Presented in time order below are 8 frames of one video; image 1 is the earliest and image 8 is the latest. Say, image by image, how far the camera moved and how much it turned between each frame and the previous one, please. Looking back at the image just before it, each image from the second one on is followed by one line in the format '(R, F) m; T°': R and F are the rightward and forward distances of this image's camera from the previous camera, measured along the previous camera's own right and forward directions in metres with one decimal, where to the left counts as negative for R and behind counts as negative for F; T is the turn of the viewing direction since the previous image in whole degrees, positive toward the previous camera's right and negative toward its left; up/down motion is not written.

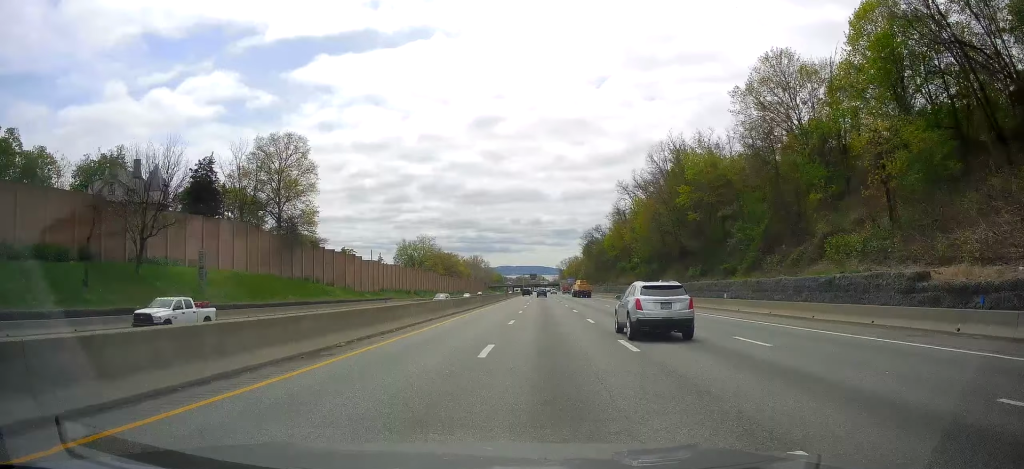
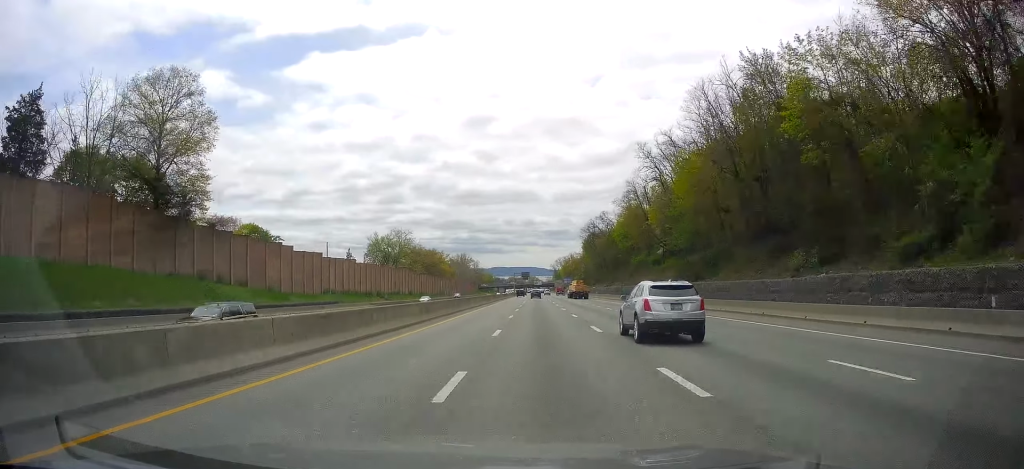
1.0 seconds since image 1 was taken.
(+0.7, +30.4) m; +2°
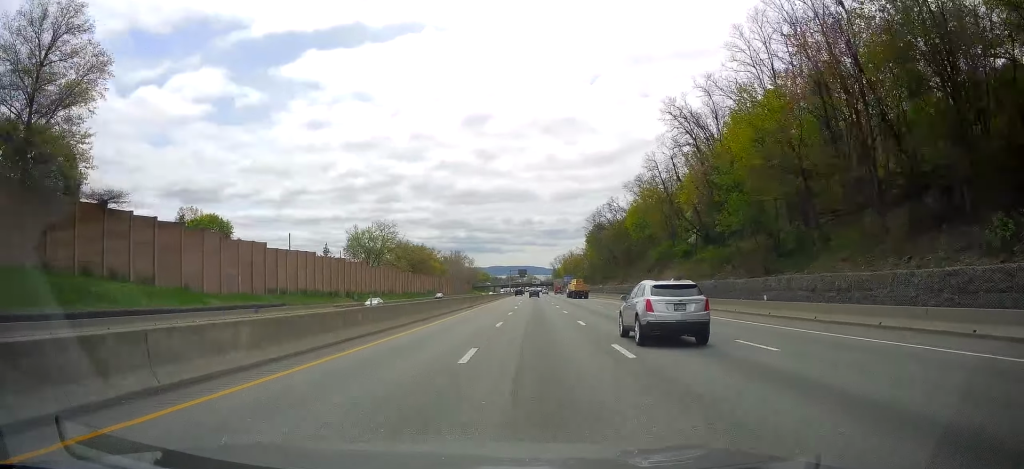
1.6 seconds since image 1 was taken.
(+0.4, +20.0) m; 0°
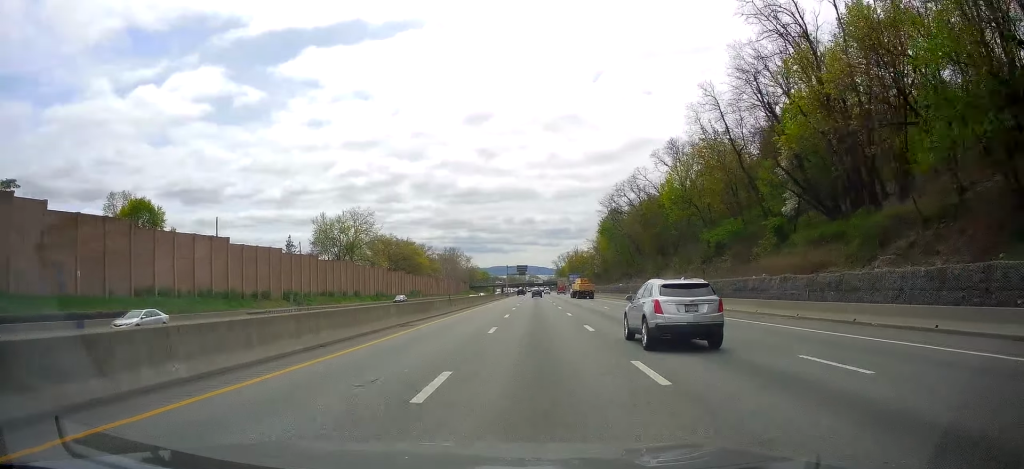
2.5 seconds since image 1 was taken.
(-0.4, +28.4) m; 0°
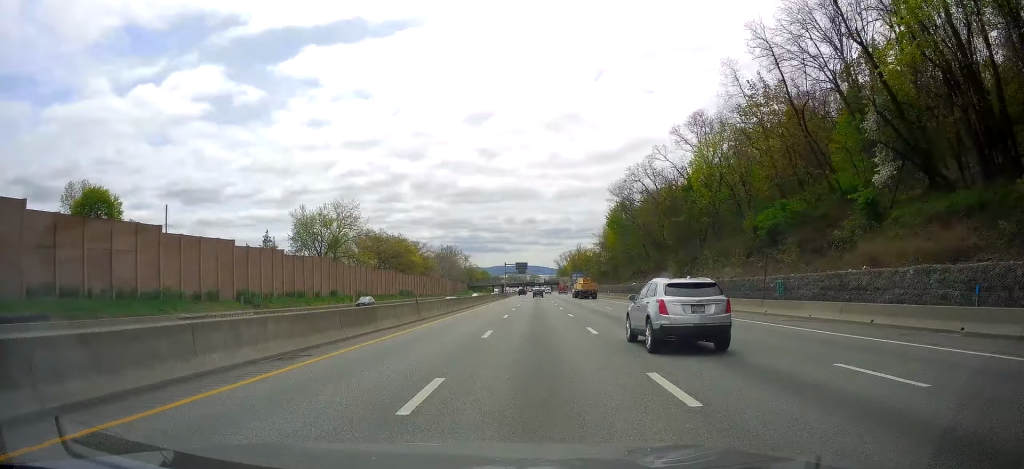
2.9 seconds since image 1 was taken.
(-0.3, +13.7) m; 0°
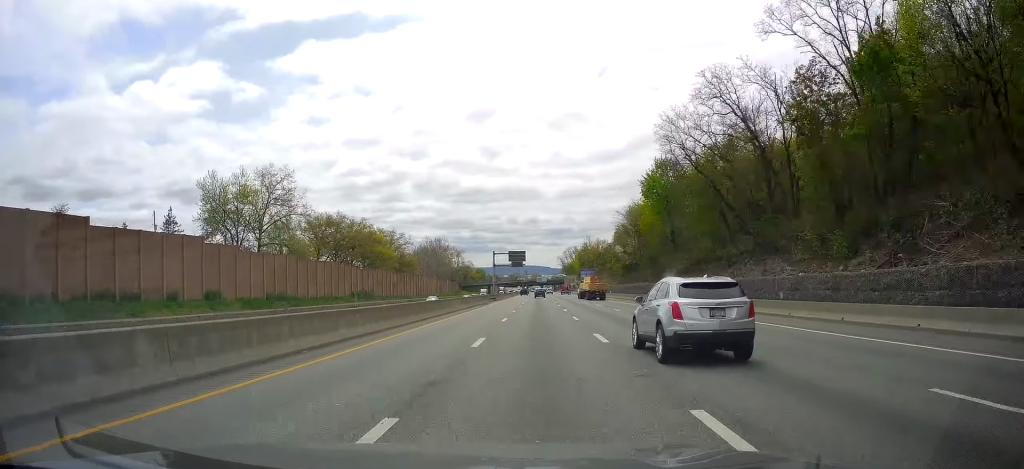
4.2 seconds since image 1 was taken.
(+1.1, +40.3) m; 0°
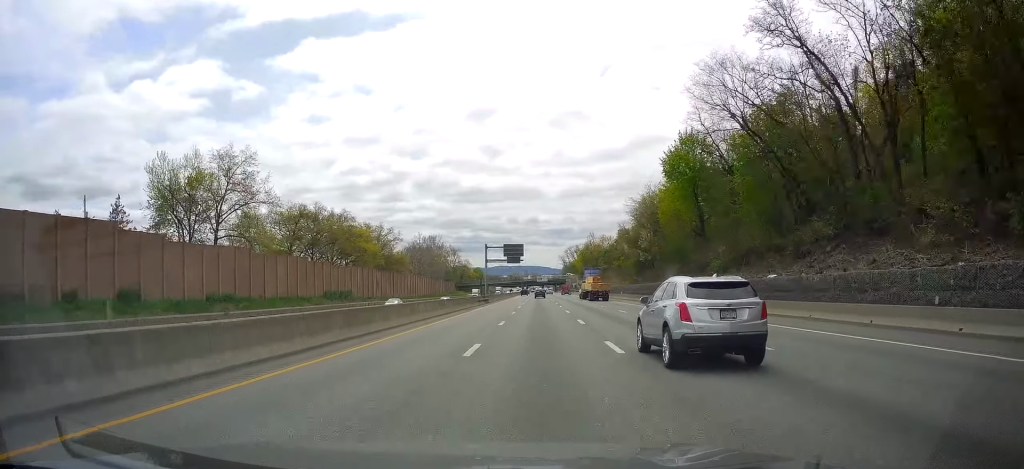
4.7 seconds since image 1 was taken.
(-0.1, +14.8) m; -1°
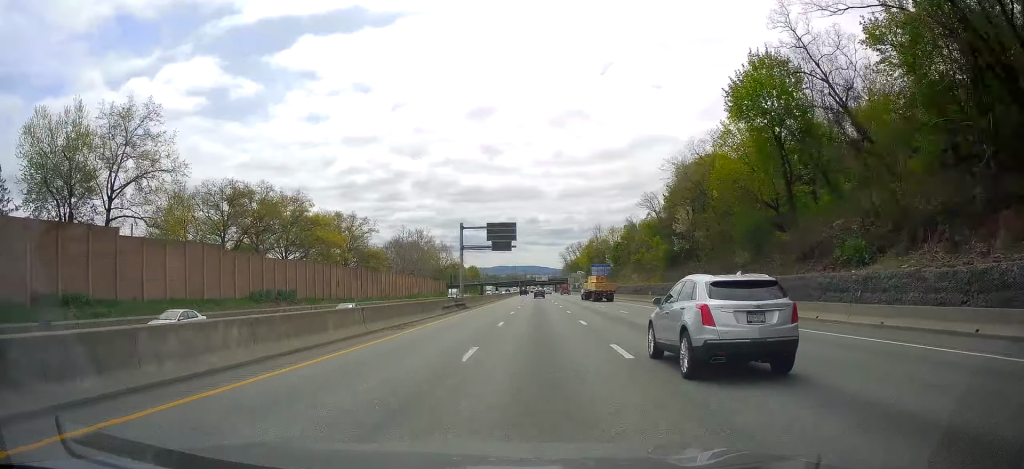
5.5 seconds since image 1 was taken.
(-0.3, +25.5) m; 0°
